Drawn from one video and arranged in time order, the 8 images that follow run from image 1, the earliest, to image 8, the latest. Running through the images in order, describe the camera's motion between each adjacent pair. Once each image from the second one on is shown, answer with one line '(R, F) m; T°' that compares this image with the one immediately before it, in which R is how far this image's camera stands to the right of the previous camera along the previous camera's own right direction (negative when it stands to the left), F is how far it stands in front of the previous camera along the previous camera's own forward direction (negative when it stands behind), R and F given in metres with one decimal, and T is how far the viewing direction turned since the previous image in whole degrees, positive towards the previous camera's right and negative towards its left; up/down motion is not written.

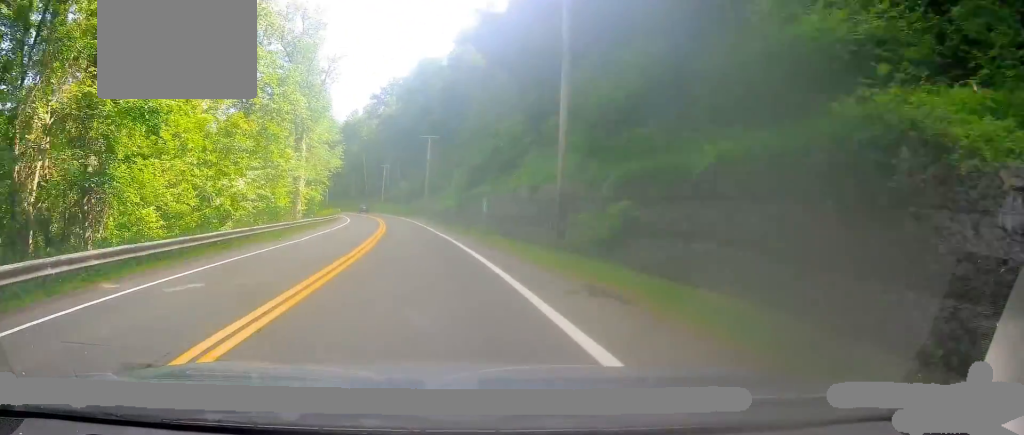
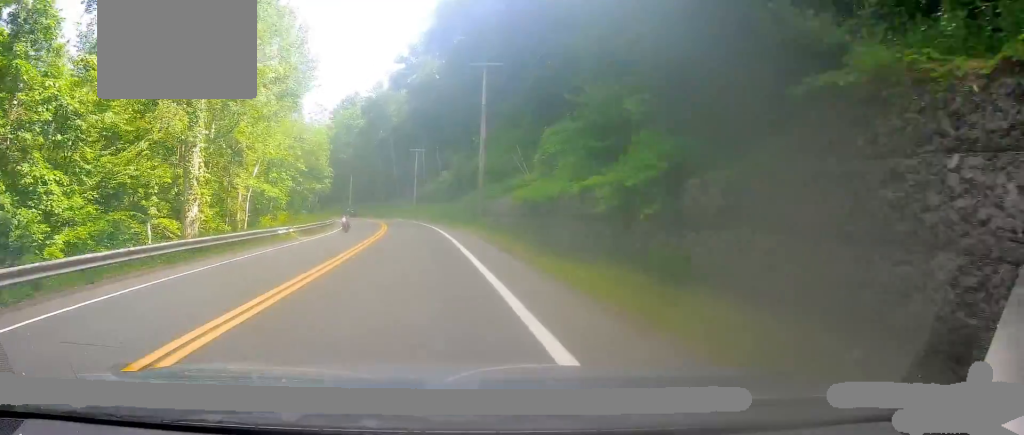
(-0.9, +38.7) m; -3°
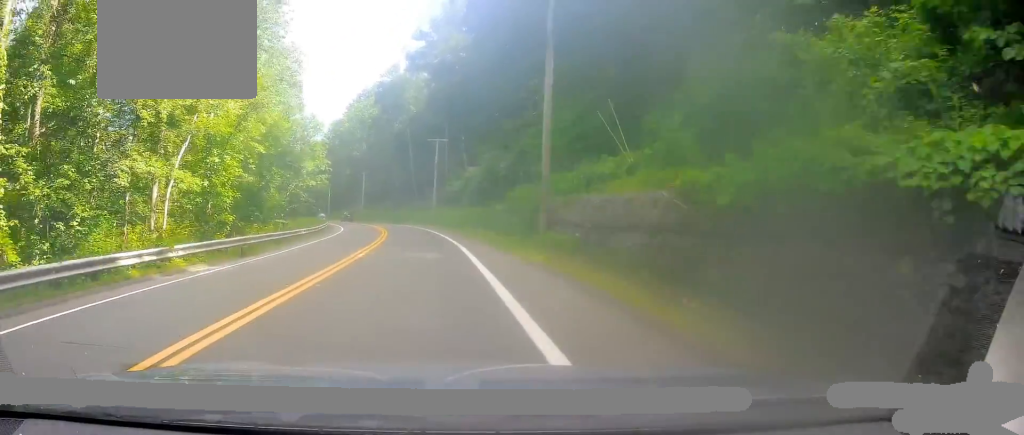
(-0.3, +17.3) m; -2°
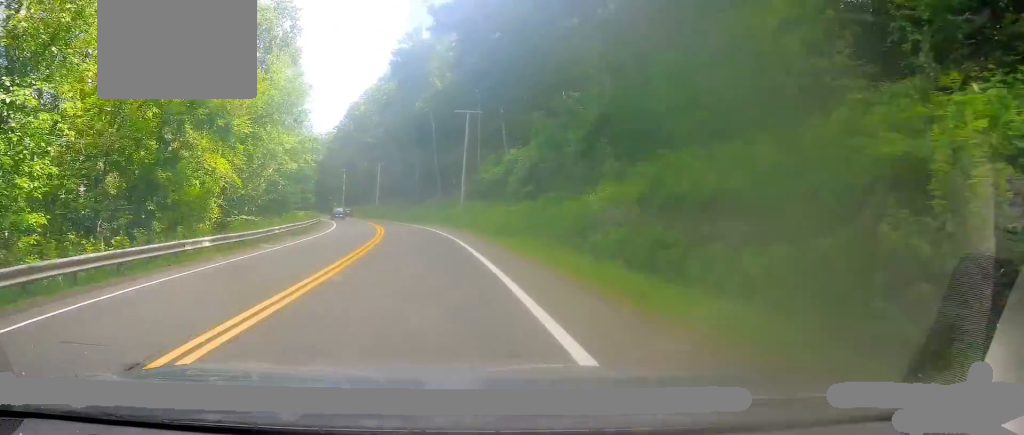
(-0.5, +18.5) m; -3°
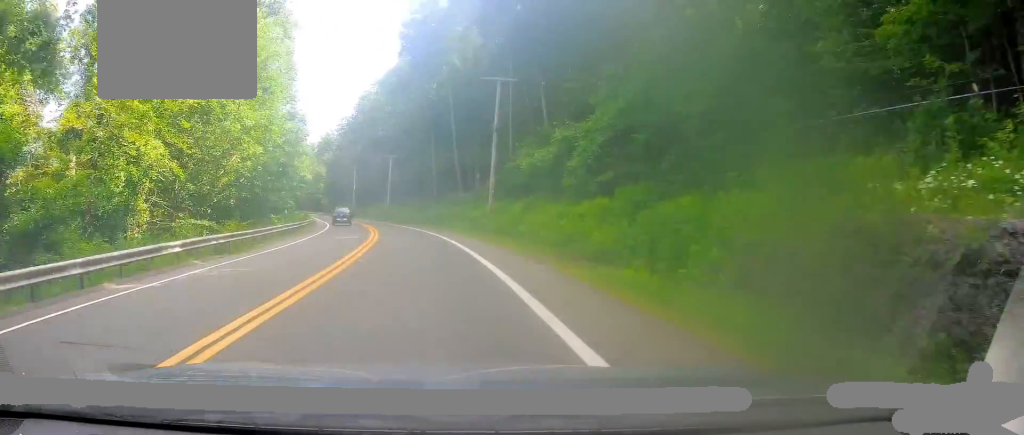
(+0.2, +13.2) m; -2°
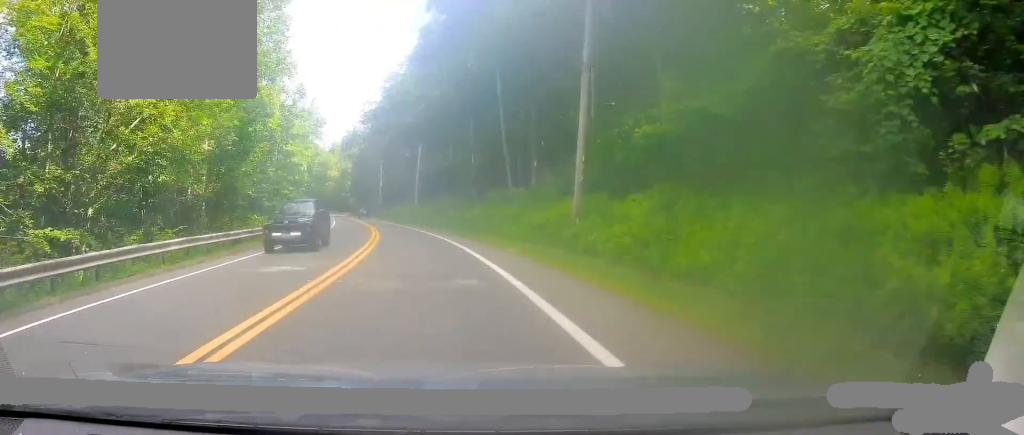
(-0.9, +15.8) m; -5°
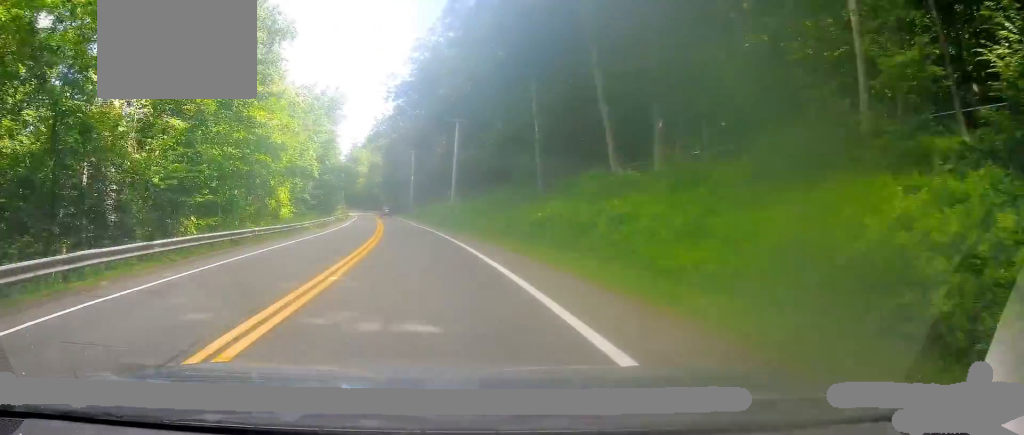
(-1.0, +19.3) m; -4°
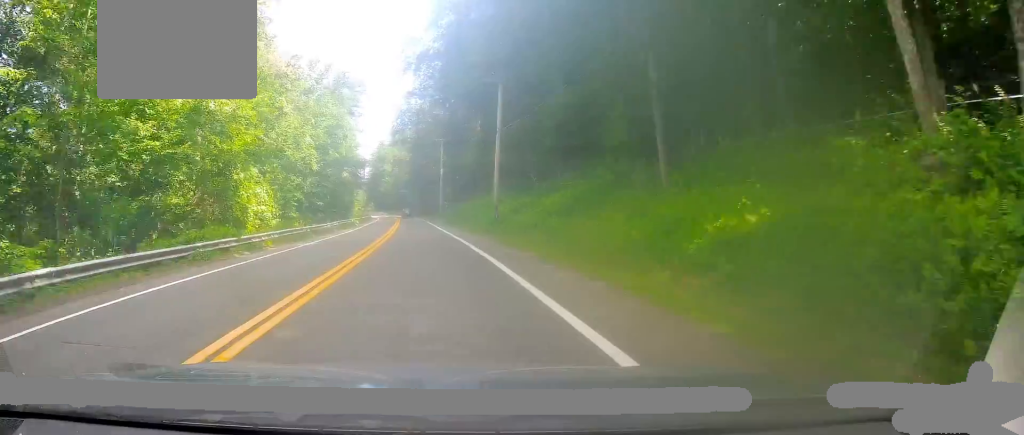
(-0.3, +17.0) m; -2°
